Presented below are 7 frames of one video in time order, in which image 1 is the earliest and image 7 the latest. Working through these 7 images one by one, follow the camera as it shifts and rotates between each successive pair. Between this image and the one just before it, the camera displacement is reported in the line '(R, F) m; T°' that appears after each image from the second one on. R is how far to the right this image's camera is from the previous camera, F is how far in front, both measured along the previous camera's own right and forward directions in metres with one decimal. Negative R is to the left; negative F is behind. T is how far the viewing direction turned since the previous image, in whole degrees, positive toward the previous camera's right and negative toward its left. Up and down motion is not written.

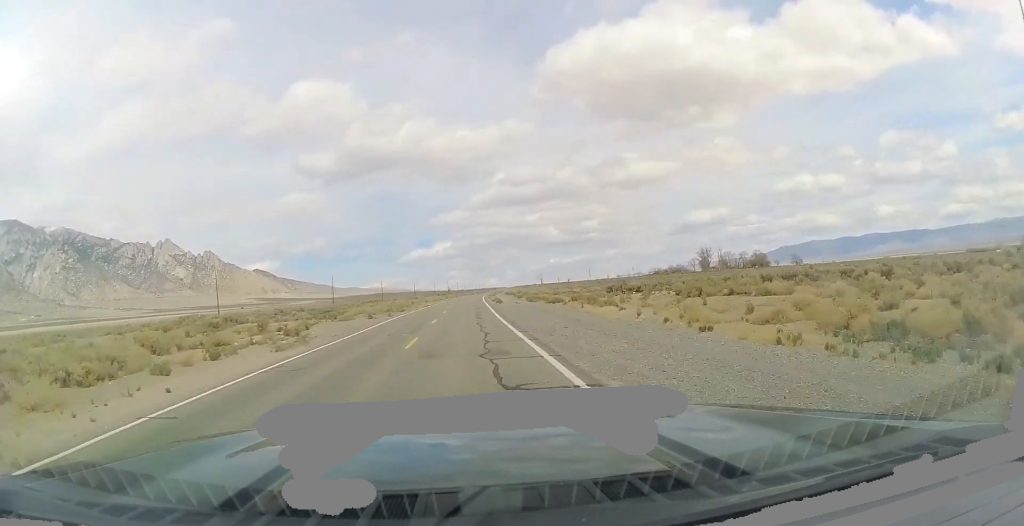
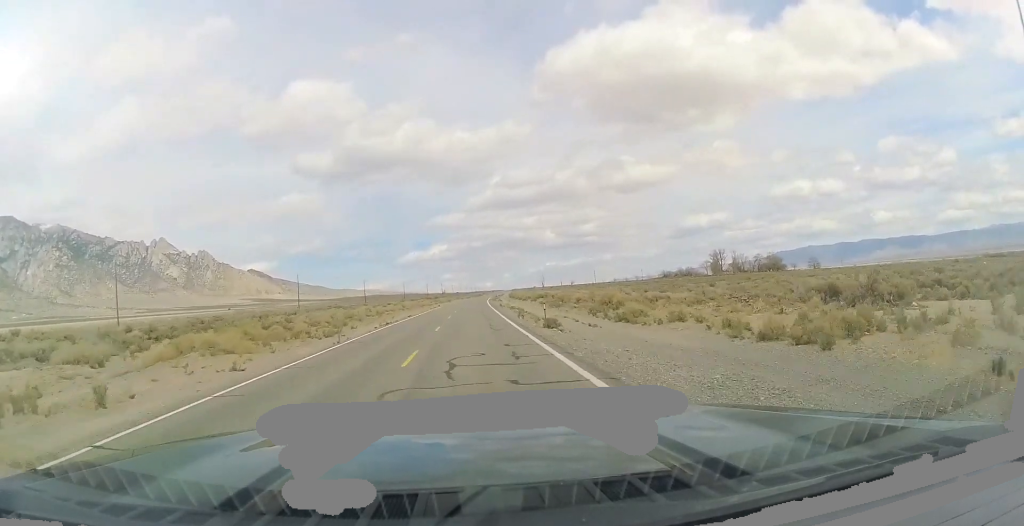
(-0.1, +40.5) m; 0°
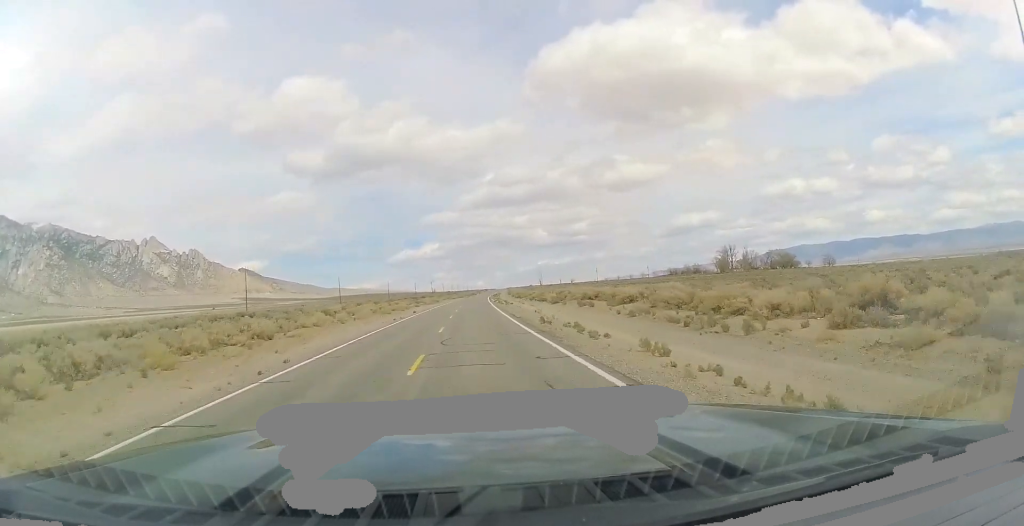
(-0.1, +38.0) m; +1°
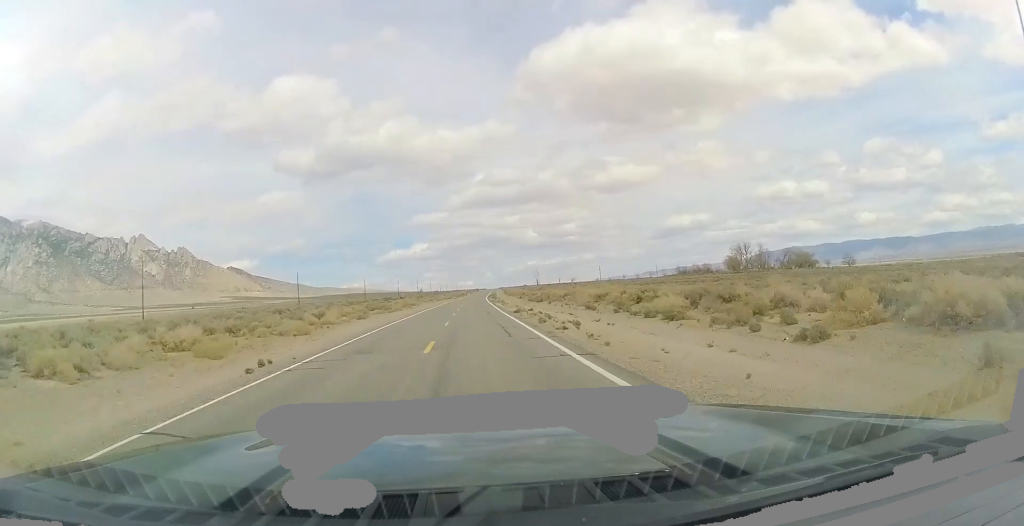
(+0.8, +44.7) m; +1°
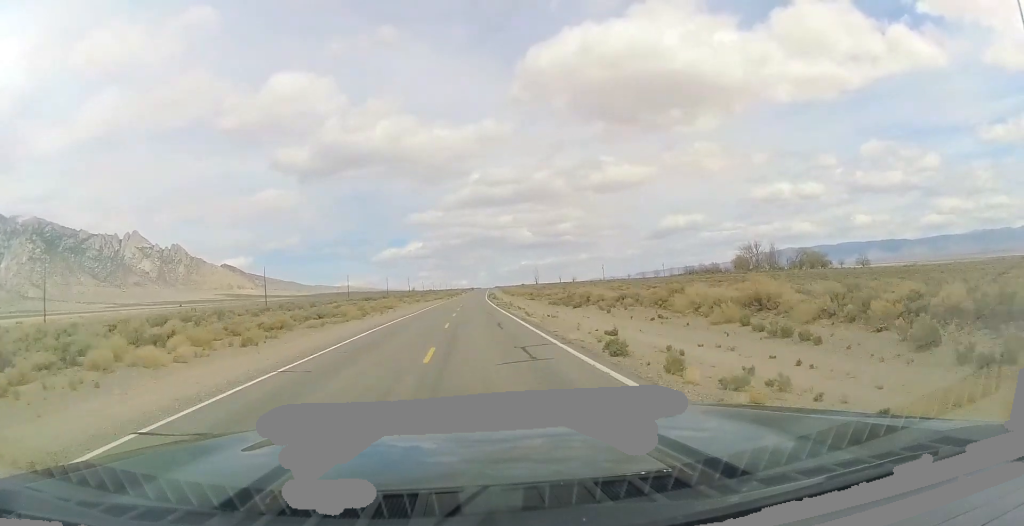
(0.0, +26.5) m; 0°
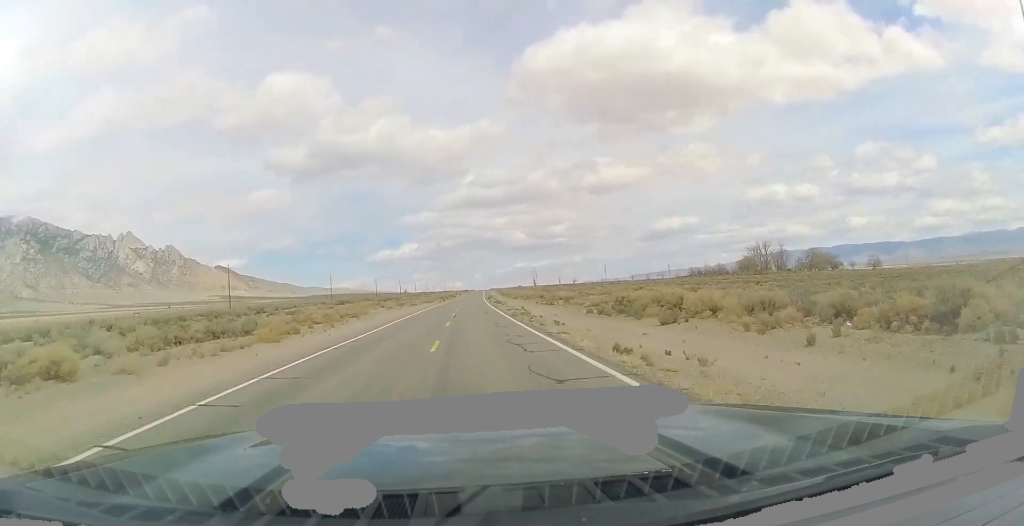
(0.0, +22.0) m; 0°
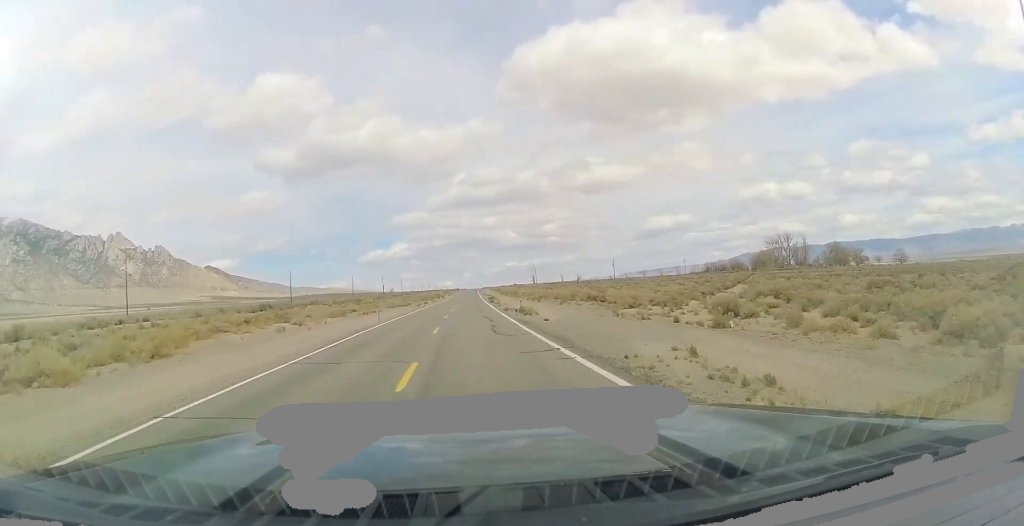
(+0.3, +42.8) m; +2°
